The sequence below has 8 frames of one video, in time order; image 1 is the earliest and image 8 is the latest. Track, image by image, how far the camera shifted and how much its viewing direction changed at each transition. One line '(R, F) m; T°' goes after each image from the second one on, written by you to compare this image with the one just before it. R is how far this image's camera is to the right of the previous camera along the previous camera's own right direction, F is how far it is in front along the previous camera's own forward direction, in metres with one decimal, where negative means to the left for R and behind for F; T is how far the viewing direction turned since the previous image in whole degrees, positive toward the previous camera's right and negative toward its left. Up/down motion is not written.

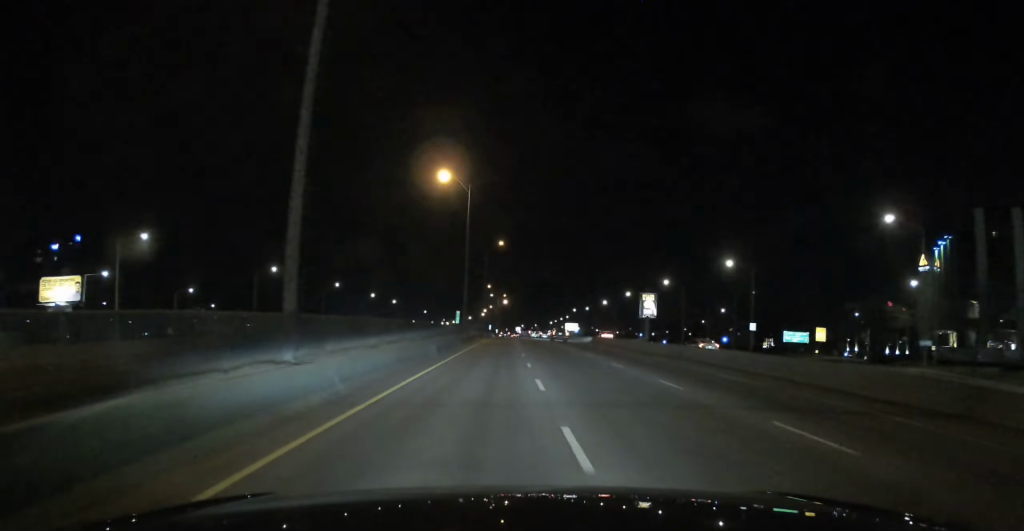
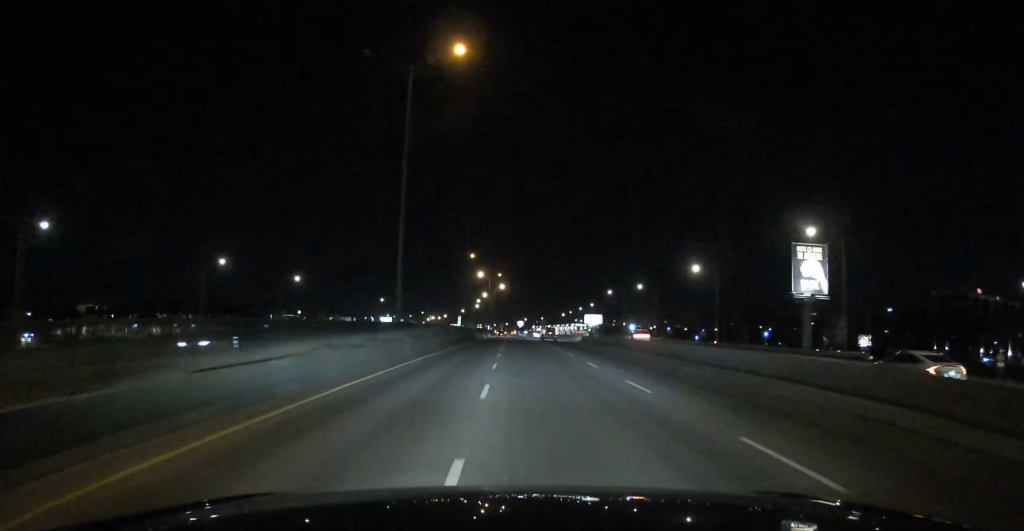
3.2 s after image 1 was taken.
(+0.1, +79.3) m; 0°
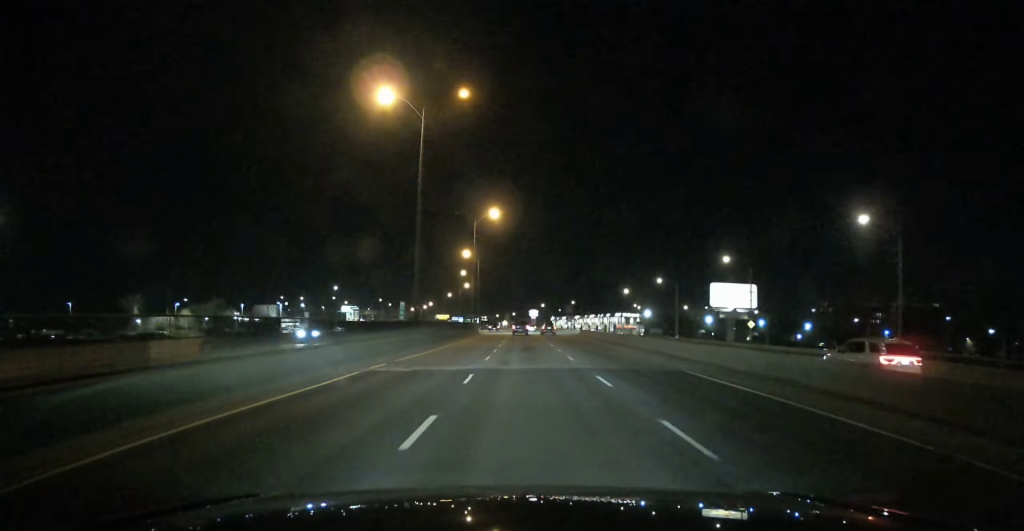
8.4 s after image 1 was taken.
(-0.6, +131.1) m; -2°
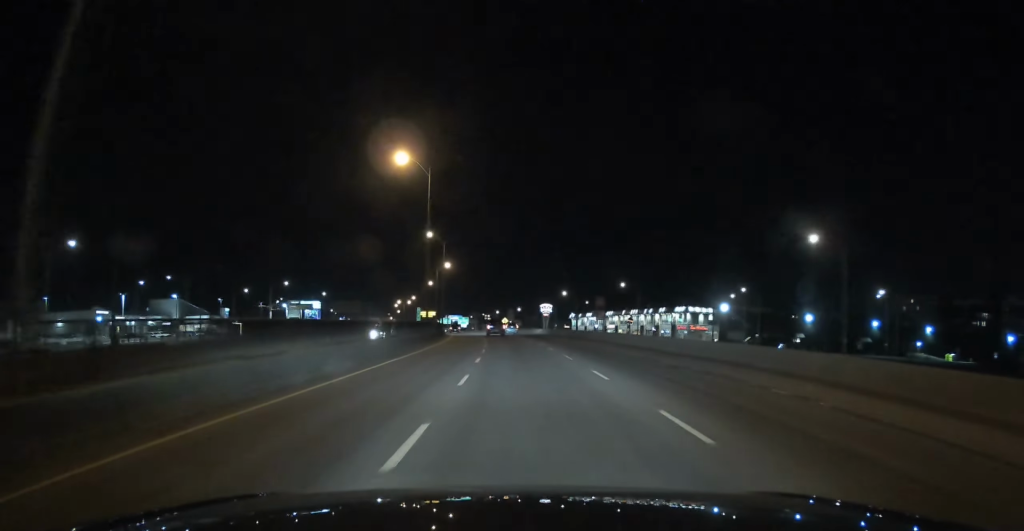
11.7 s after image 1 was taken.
(-0.5, +80.2) m; -2°
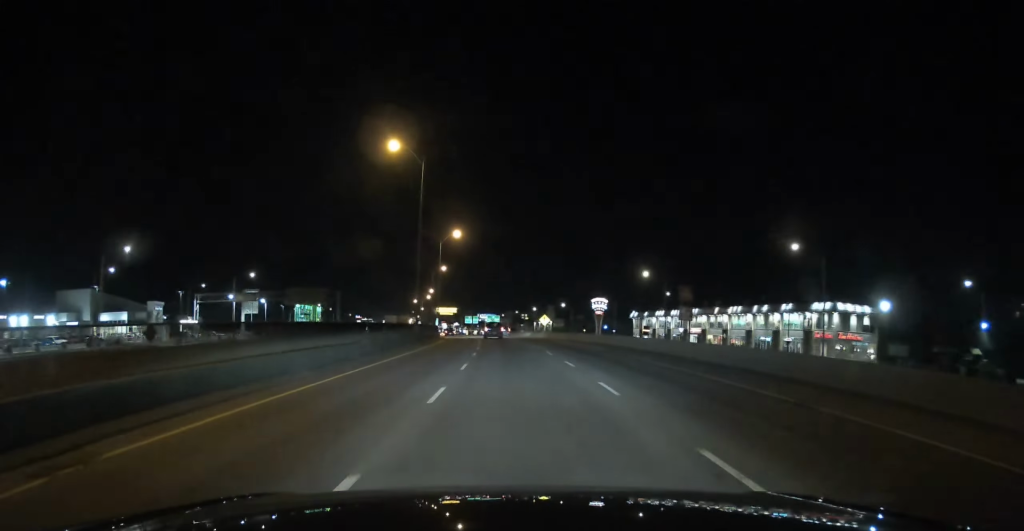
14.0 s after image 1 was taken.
(-1.1, +56.9) m; -3°
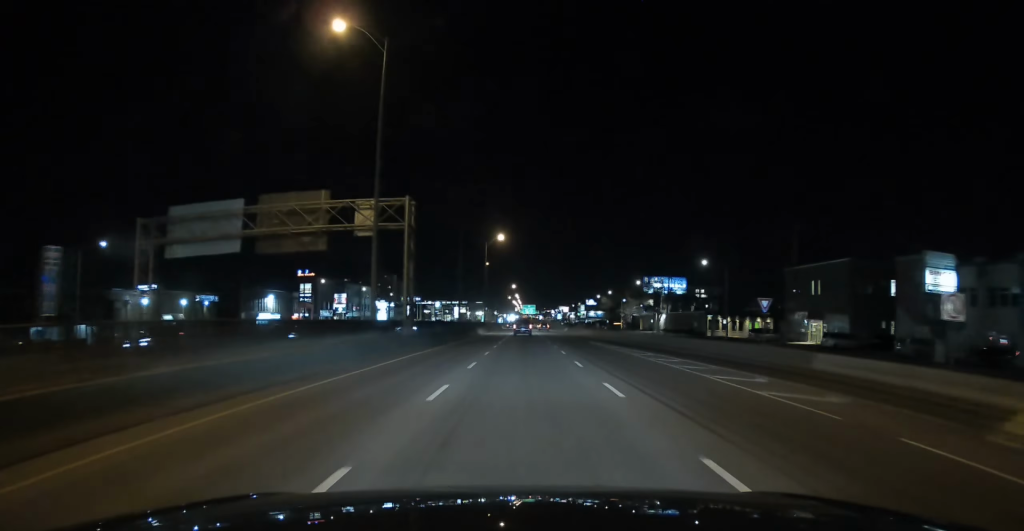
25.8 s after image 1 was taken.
(-26.9, +286.8) m; -7°
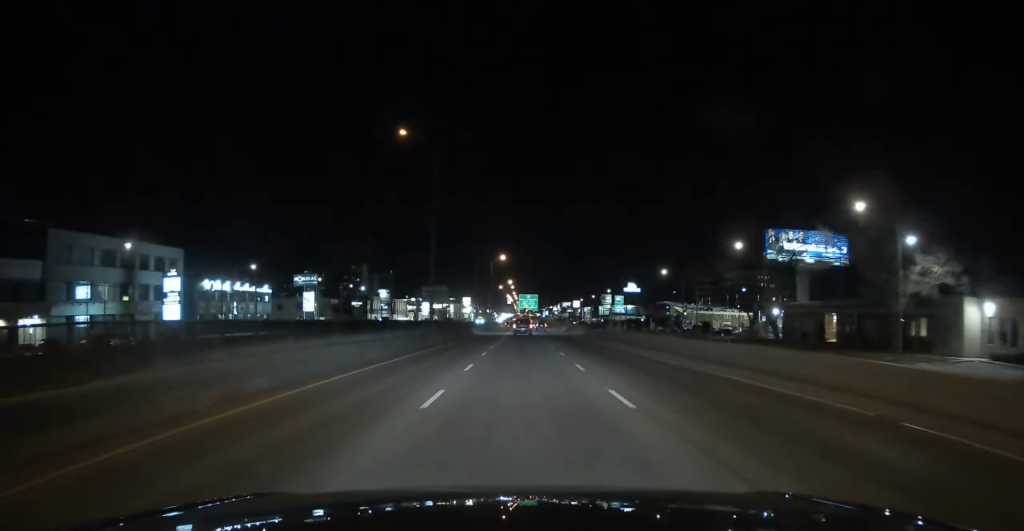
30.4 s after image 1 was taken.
(+0.4, +111.4) m; 0°
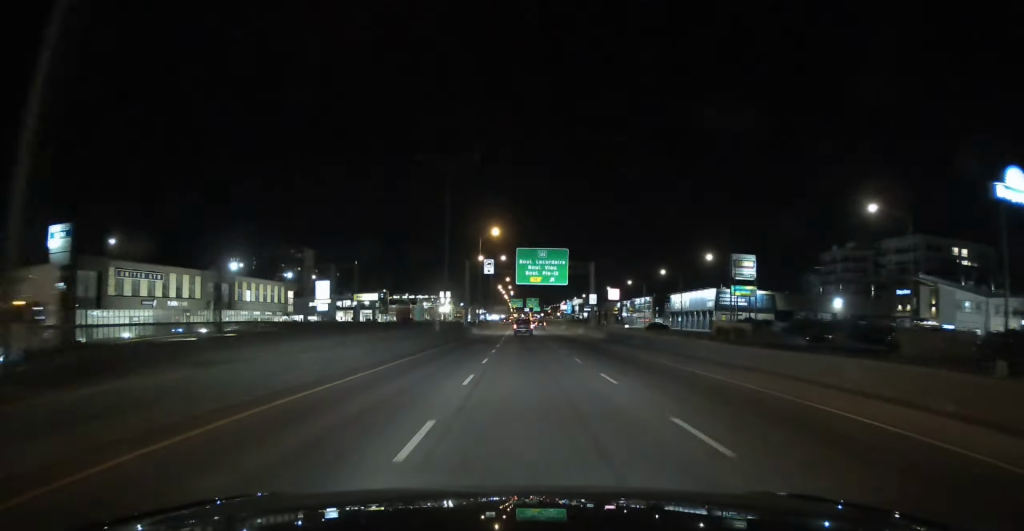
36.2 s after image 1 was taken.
(0.0, +135.6) m; 0°
